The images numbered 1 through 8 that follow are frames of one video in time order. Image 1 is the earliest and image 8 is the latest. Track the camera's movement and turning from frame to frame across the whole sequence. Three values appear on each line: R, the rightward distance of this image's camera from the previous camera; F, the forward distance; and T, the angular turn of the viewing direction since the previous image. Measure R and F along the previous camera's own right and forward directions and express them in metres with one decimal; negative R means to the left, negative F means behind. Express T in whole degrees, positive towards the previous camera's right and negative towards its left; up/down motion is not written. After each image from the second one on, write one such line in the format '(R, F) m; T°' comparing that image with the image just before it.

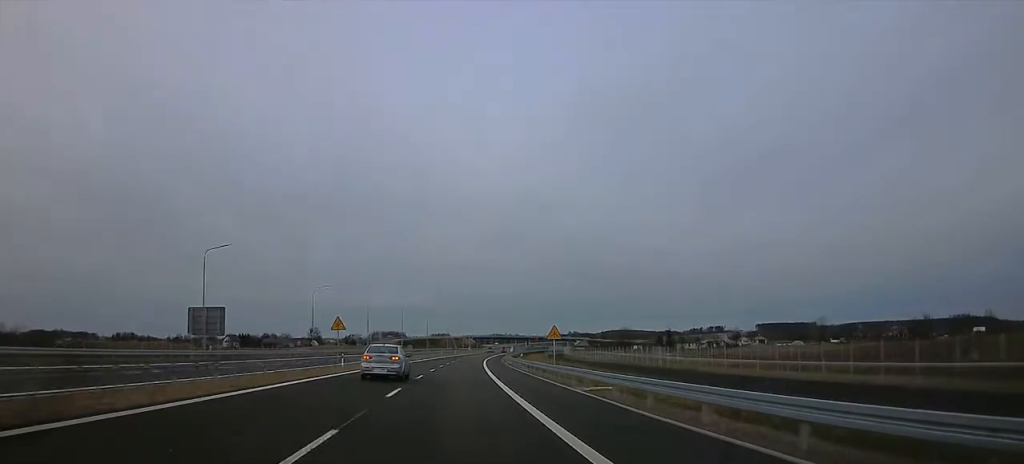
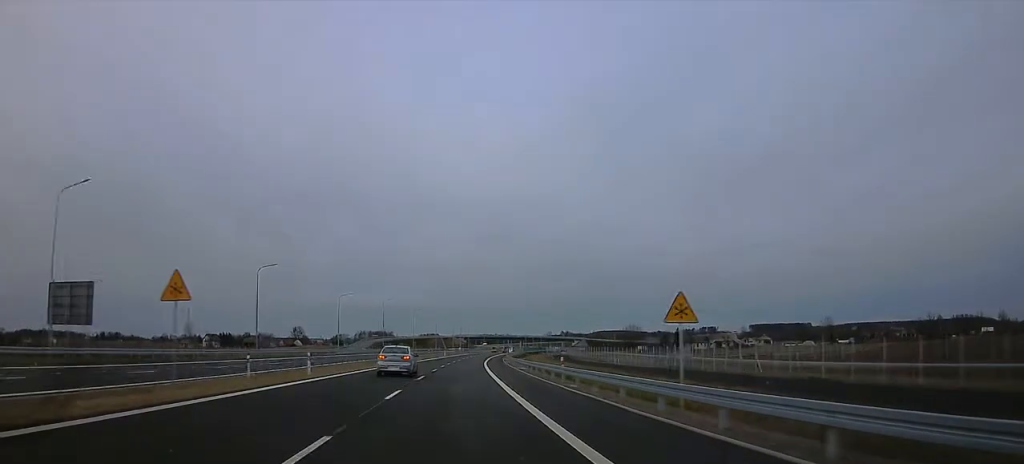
(0.0, +24.7) m; 0°
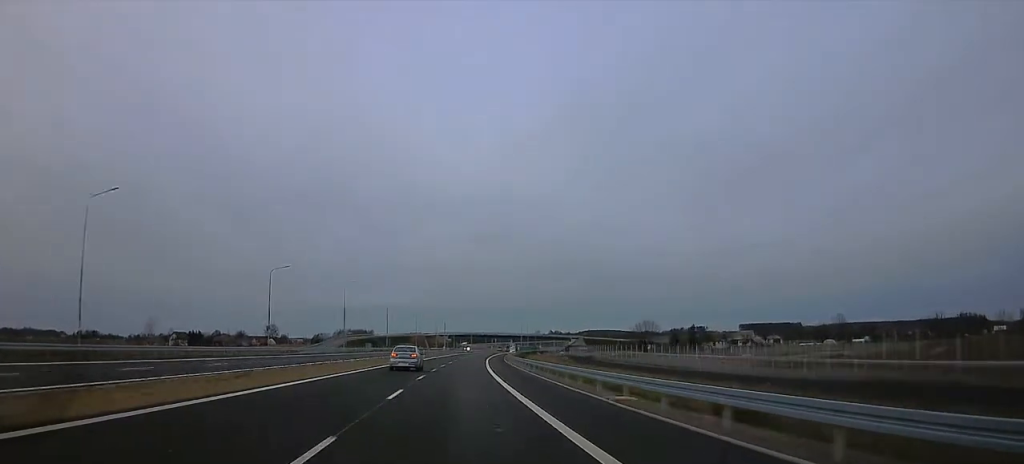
(+0.3, +35.7) m; +4°
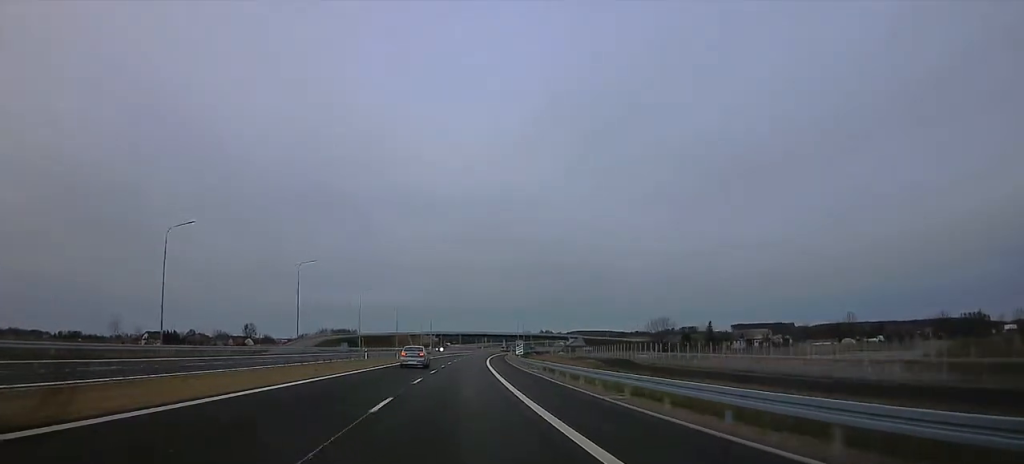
(+1.9, +27.7) m; +4°
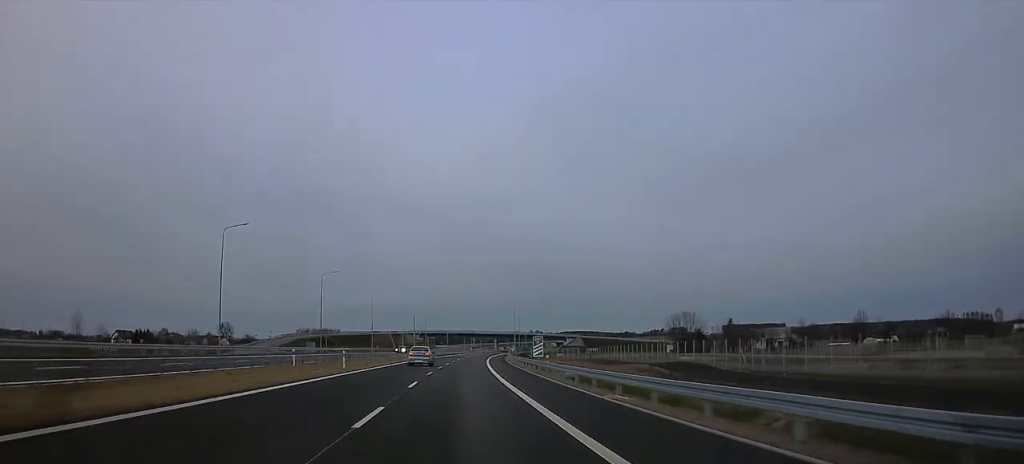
(+0.1, +26.7) m; 0°
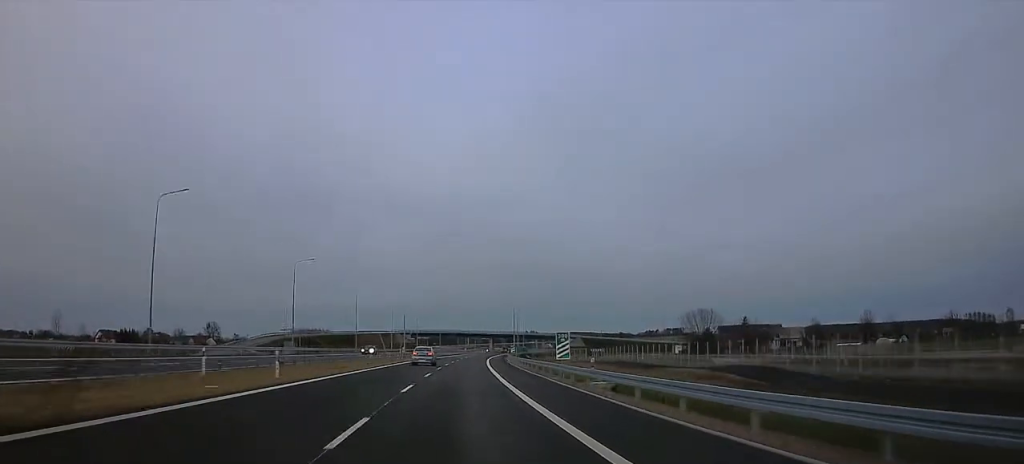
(0.0, +14.4) m; 0°
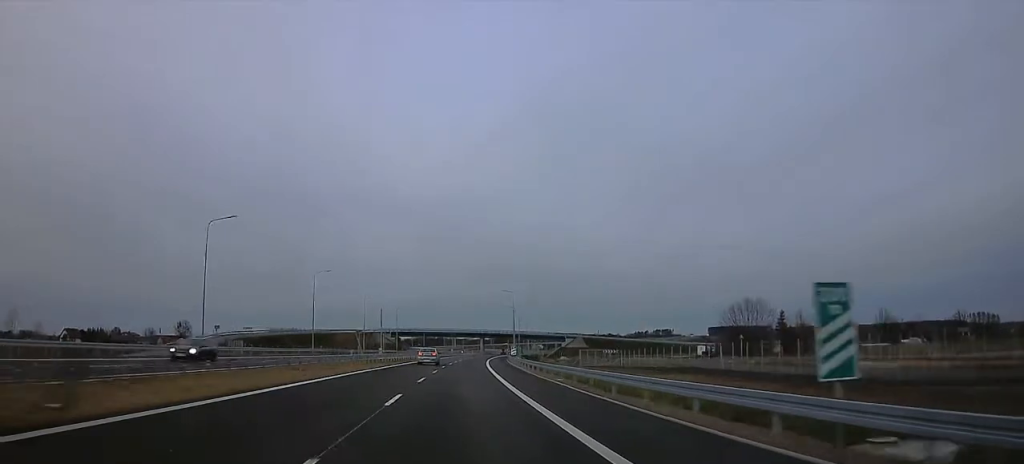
(0.0, +28.7) m; 0°
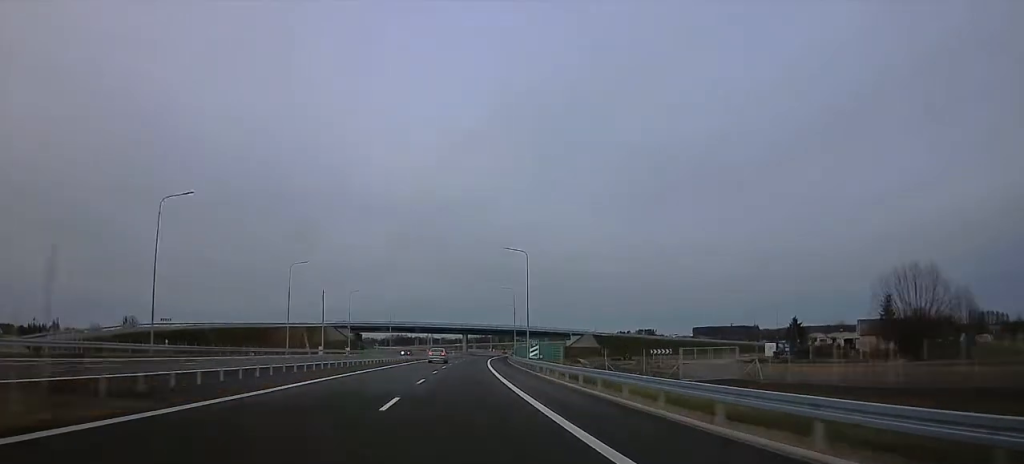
(0.0, +49.3) m; 0°
